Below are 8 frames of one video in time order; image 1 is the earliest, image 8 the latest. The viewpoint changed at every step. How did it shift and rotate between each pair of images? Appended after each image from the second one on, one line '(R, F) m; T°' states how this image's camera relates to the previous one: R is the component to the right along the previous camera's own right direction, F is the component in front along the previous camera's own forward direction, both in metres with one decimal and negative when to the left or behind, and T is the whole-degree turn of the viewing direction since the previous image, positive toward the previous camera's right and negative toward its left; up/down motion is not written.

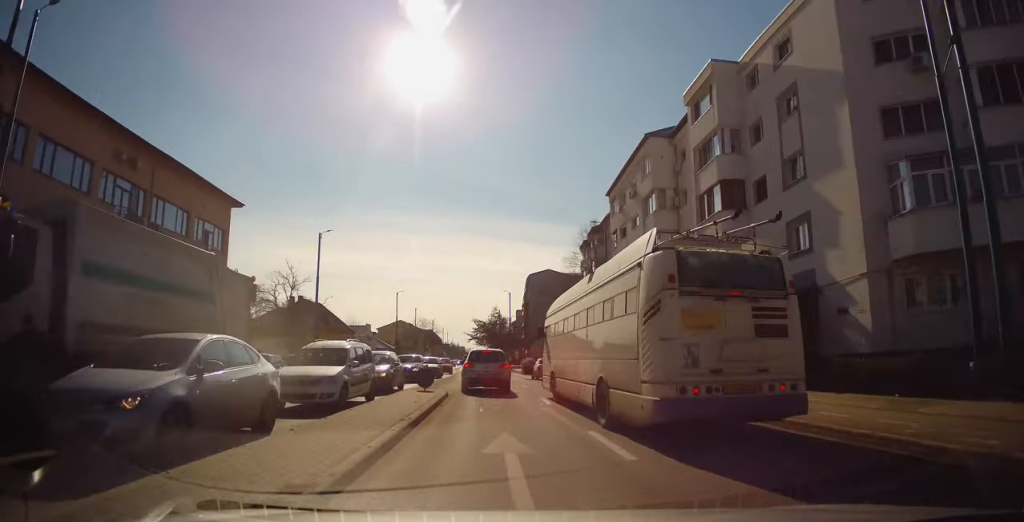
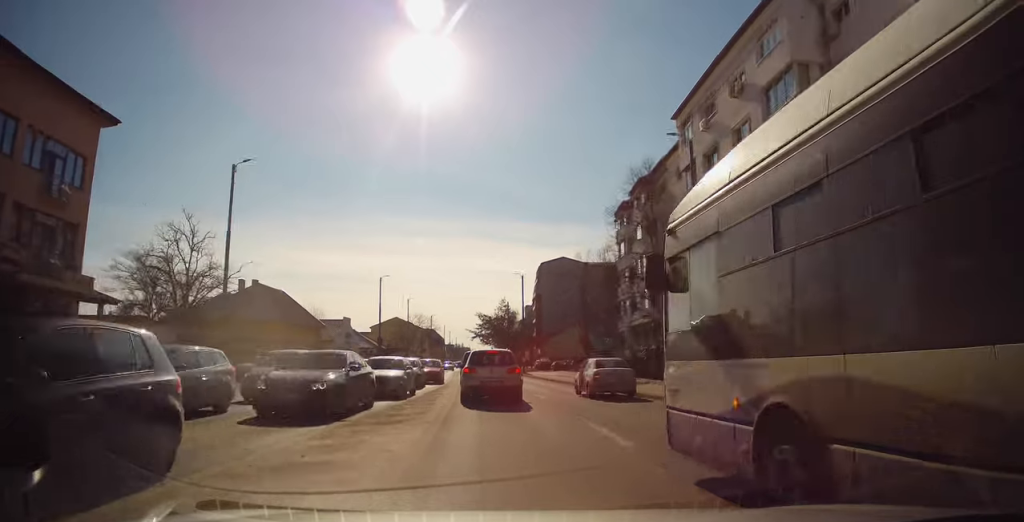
(0.0, +15.9) m; 0°
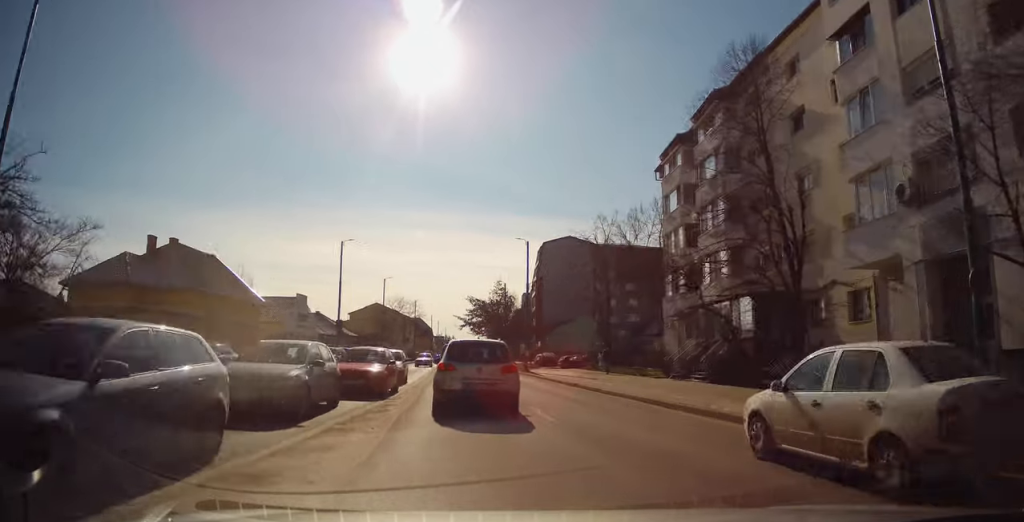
(0.0, +15.2) m; 0°
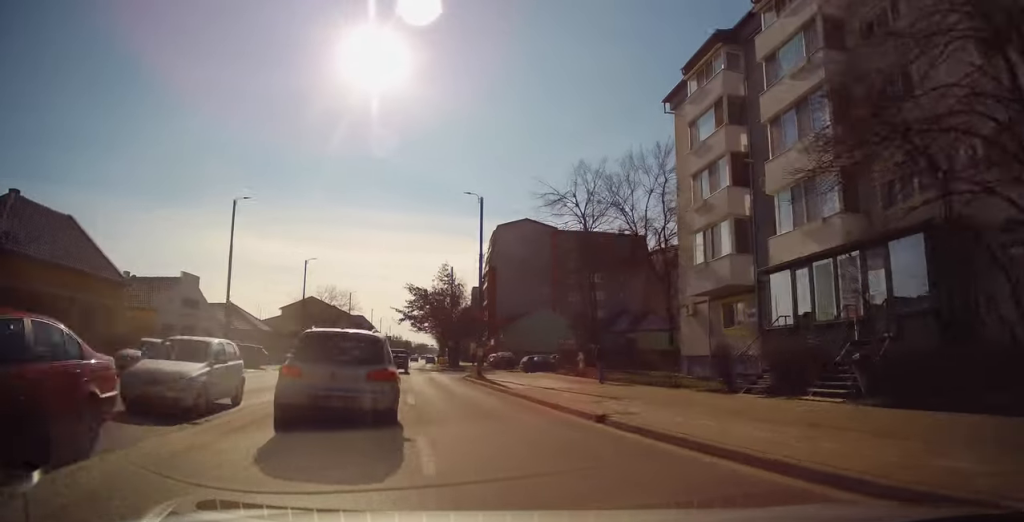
(+0.1, +13.3) m; +1°
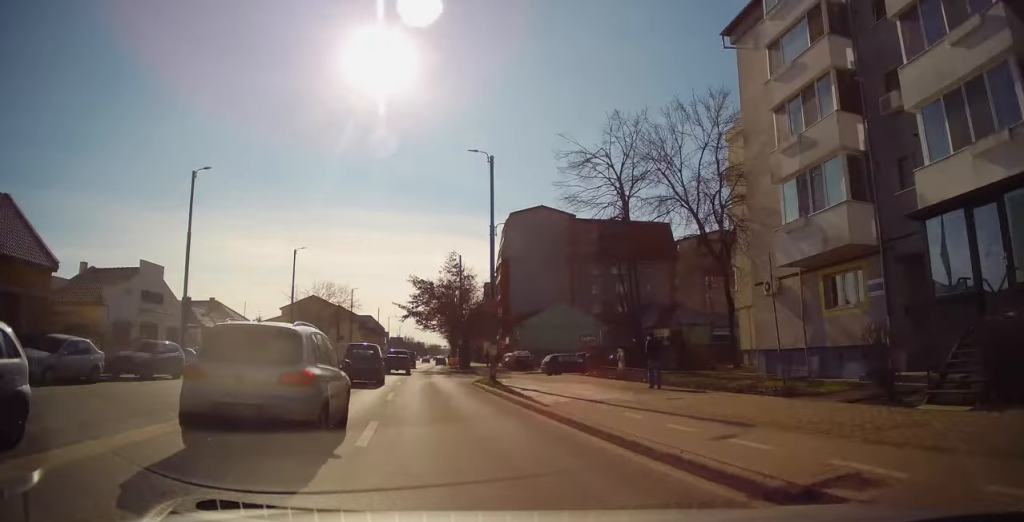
(+0.1, +6.9) m; +1°
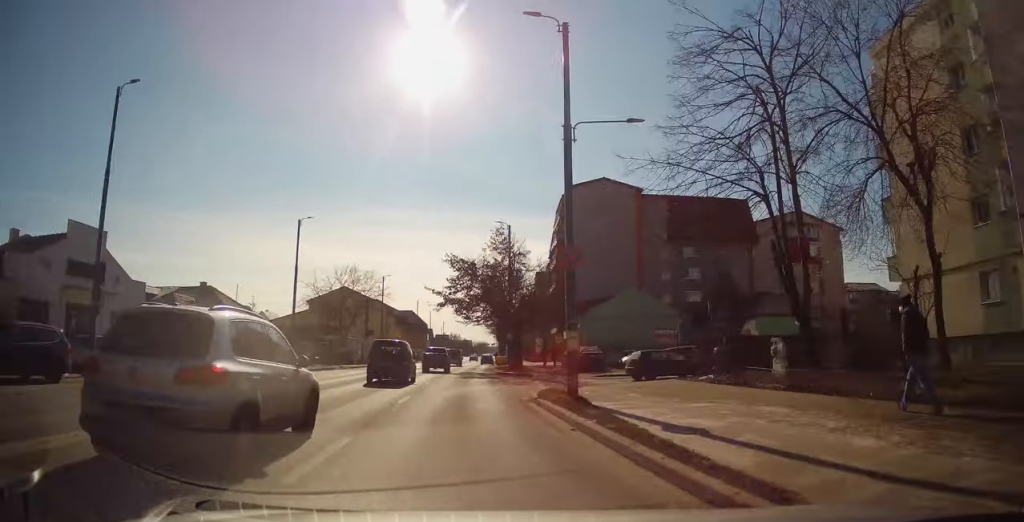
(+0.1, +10.8) m; 0°
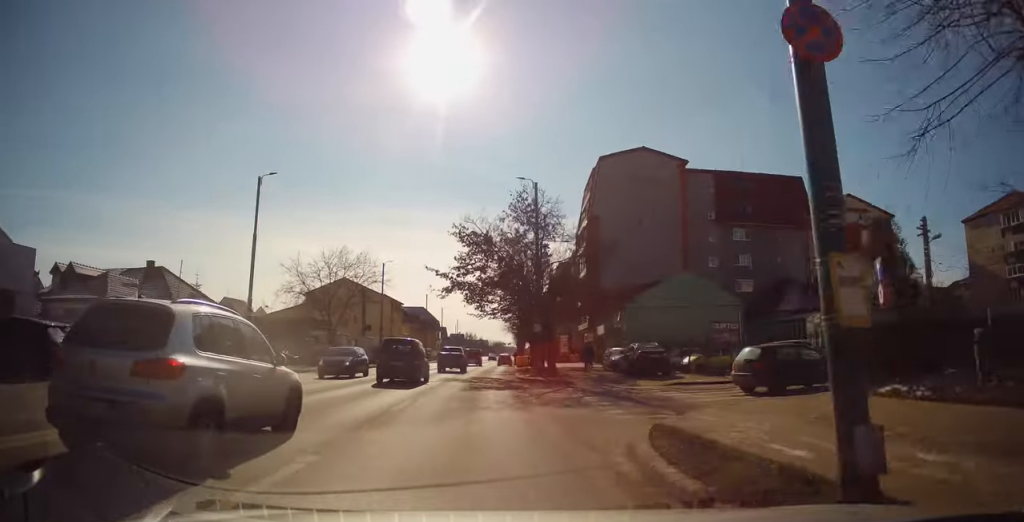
(+0.1, +10.2) m; -2°
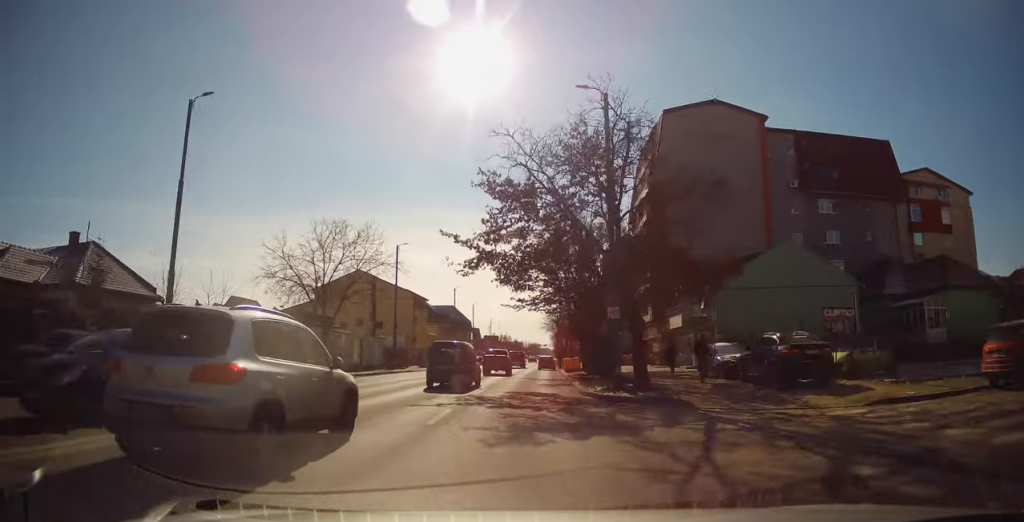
(-0.5, +11.4) m; -5°
